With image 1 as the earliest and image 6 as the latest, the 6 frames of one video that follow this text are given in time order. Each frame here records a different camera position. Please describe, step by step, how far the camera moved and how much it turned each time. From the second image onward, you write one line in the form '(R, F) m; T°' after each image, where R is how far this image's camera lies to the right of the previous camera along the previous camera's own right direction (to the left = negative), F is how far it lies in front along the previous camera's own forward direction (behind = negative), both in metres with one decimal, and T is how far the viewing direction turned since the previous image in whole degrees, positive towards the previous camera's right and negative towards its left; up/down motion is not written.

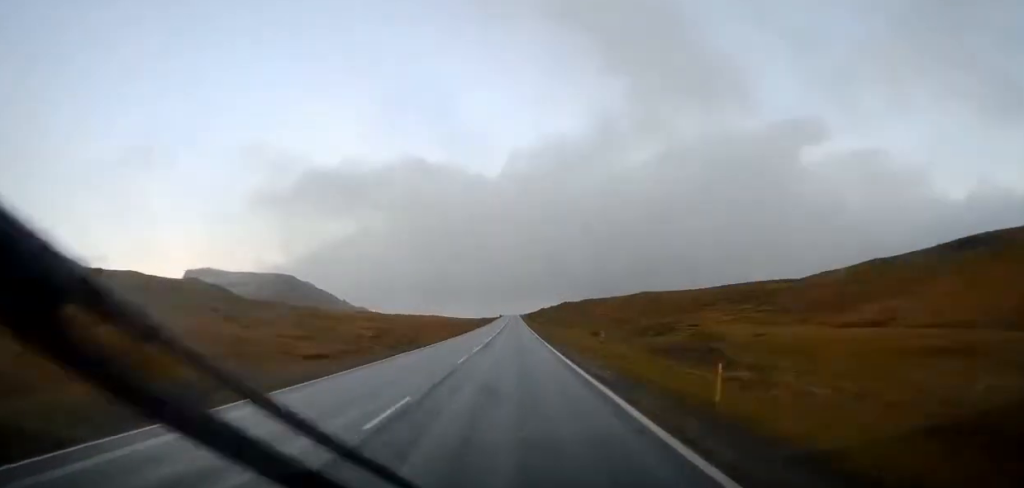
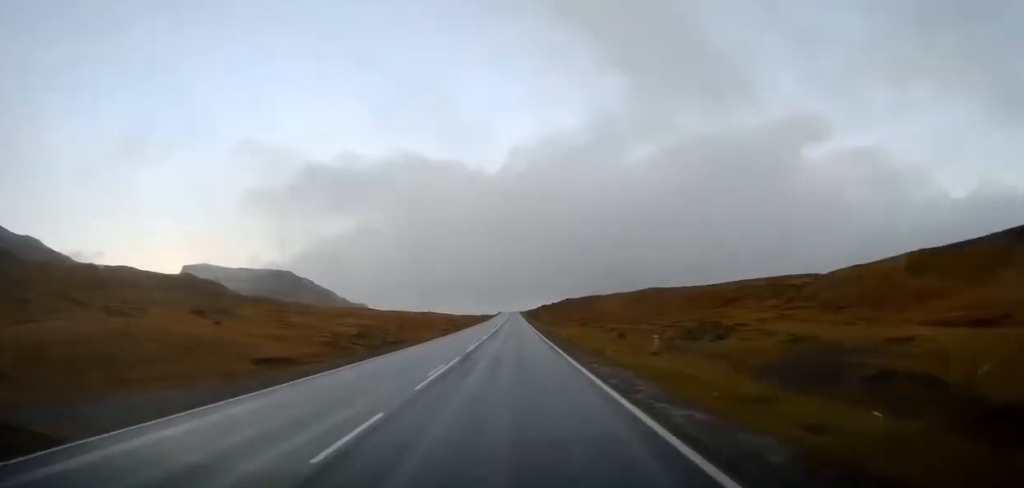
(+0.2, +14.3) m; 0°
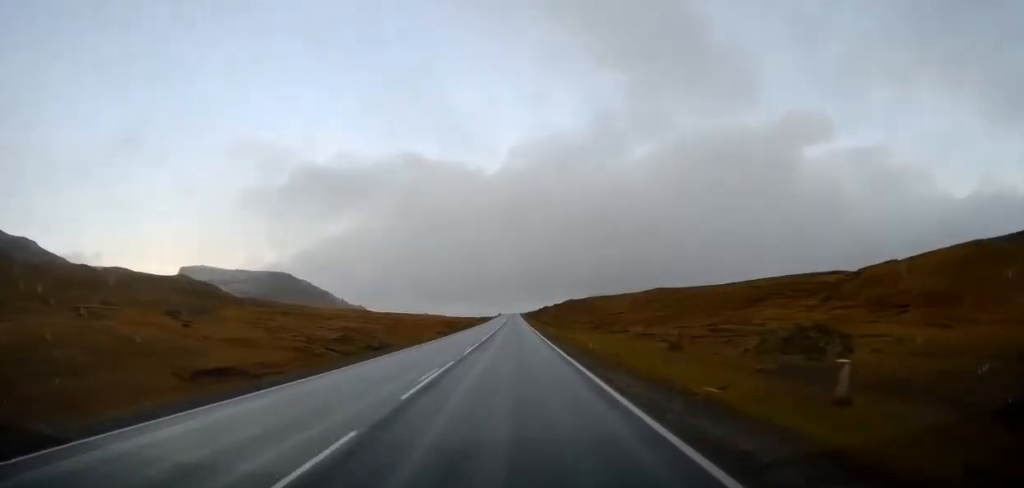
(-0.2, +13.6) m; -1°
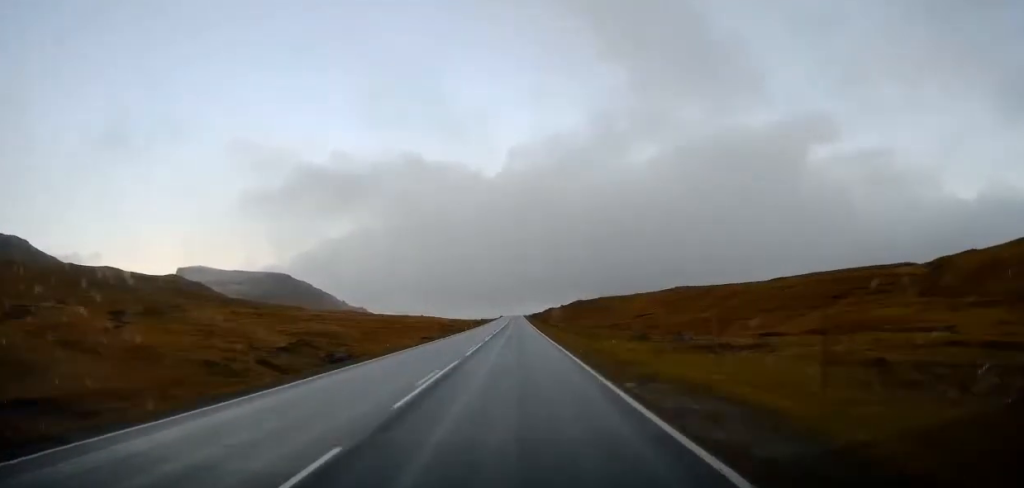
(-0.1, +25.0) m; +1°
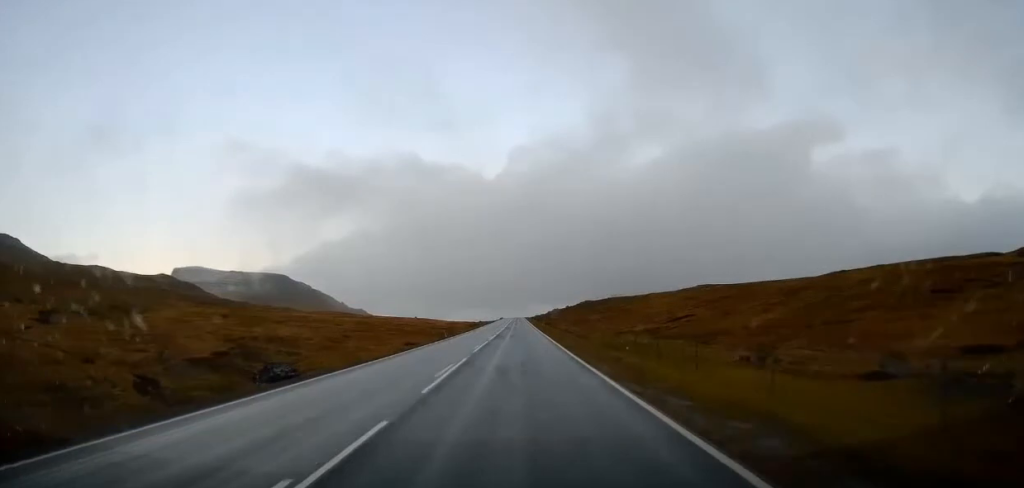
(+0.3, +22.9) m; 0°
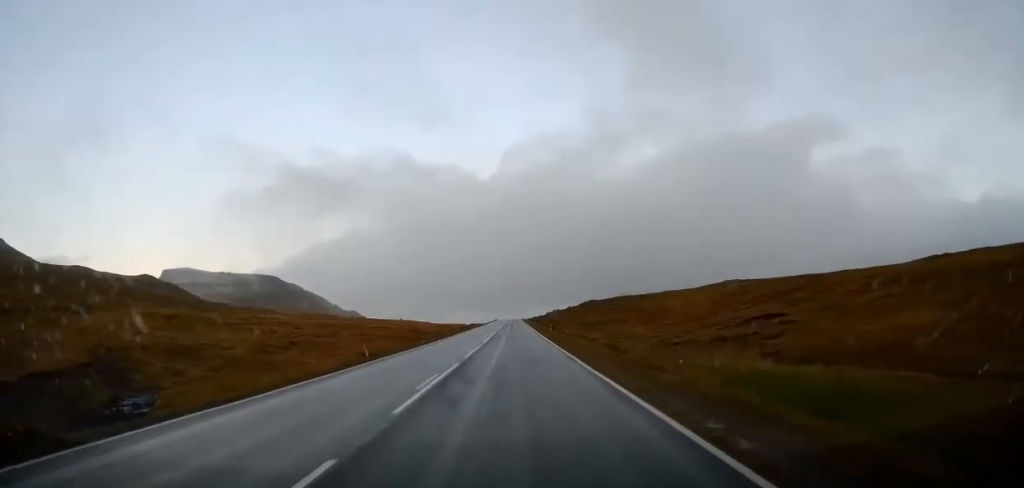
(-0.3, +26.0) m; 0°
